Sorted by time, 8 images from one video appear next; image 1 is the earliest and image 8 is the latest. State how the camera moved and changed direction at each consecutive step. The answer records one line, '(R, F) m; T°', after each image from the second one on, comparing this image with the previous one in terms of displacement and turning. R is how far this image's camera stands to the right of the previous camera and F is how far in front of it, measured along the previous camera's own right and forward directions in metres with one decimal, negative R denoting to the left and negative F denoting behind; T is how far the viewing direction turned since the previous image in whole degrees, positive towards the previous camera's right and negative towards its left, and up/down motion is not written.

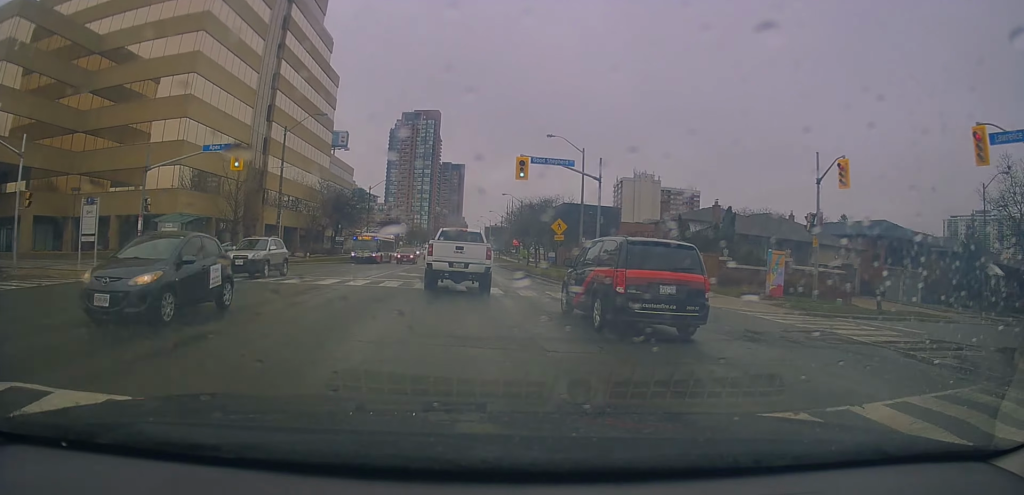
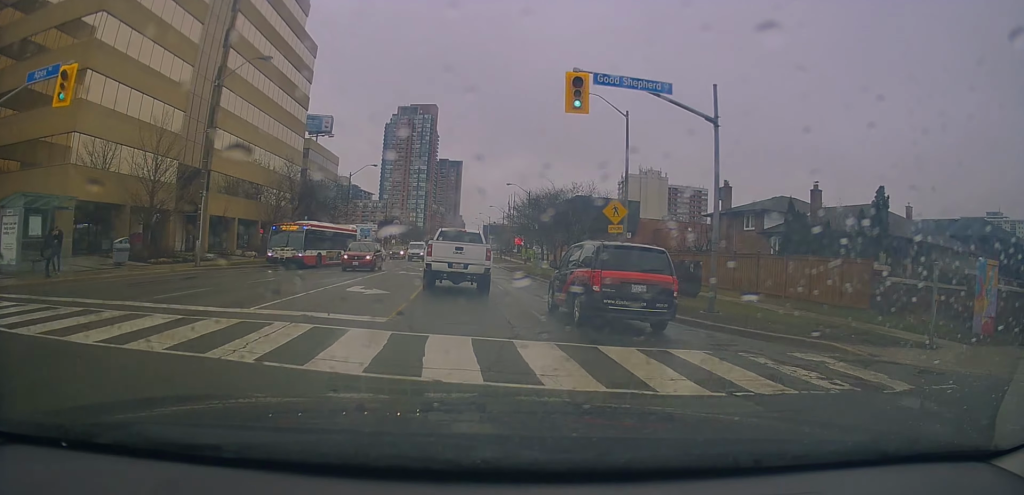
(+0.4, +13.7) m; +1°
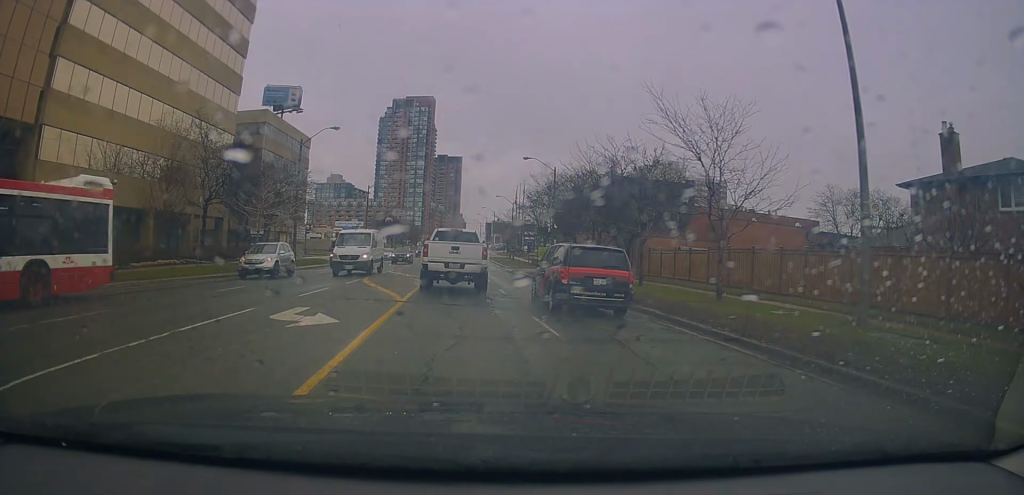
(-0.5, +21.6) m; -3°
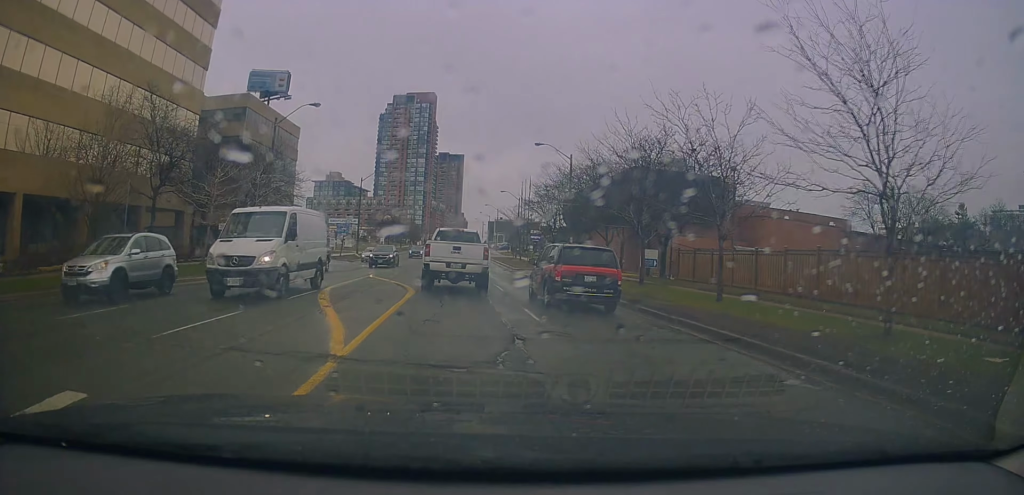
(-0.2, +7.8) m; 0°
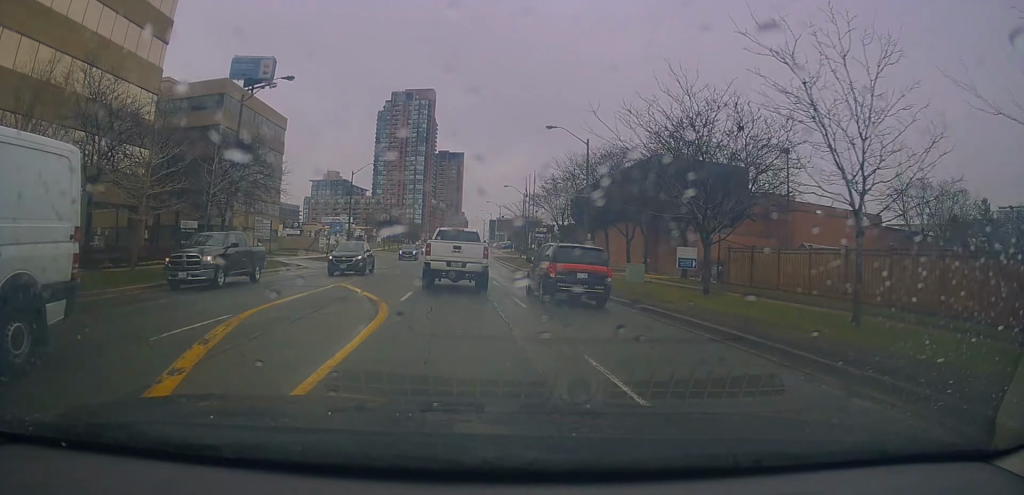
(+0.1, +6.6) m; +1°
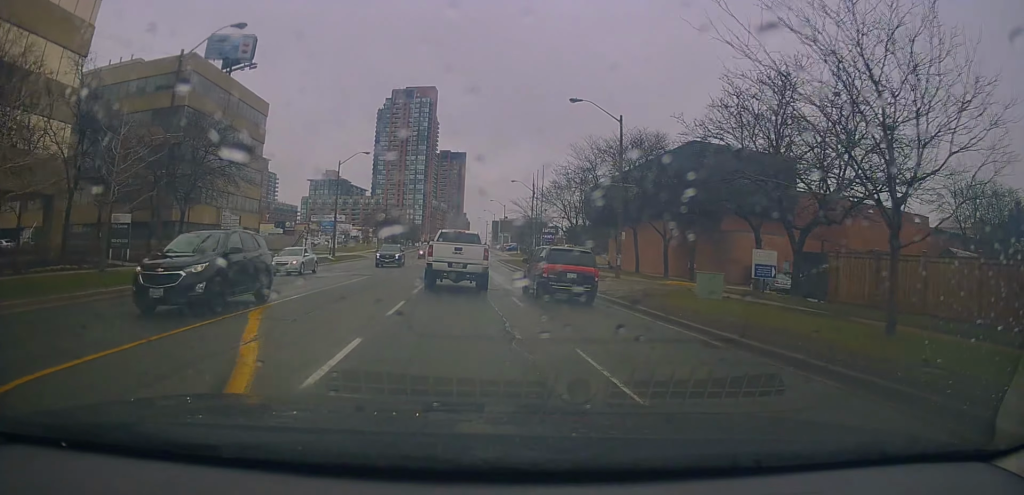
(+0.1, +9.2) m; +1°
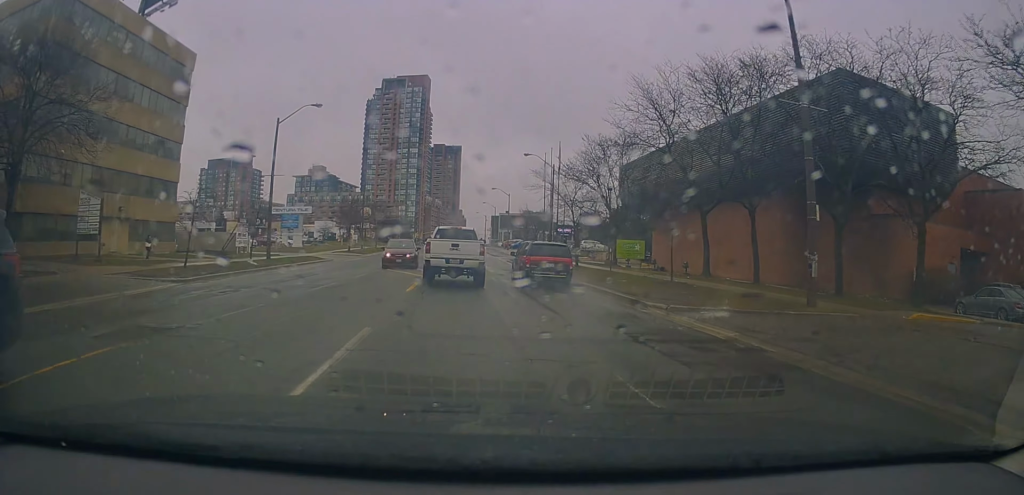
(+0.3, +20.1) m; -2°
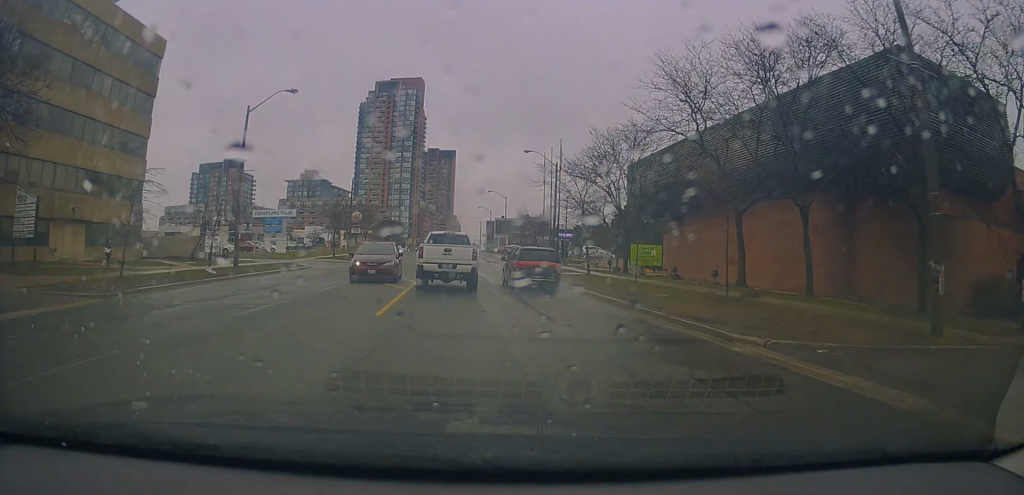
(-0.2, +5.4) m; 0°
